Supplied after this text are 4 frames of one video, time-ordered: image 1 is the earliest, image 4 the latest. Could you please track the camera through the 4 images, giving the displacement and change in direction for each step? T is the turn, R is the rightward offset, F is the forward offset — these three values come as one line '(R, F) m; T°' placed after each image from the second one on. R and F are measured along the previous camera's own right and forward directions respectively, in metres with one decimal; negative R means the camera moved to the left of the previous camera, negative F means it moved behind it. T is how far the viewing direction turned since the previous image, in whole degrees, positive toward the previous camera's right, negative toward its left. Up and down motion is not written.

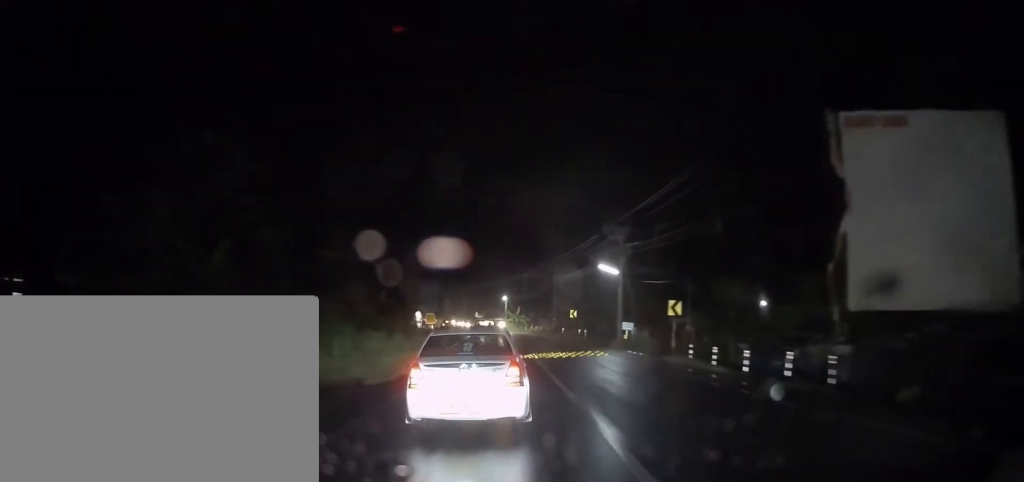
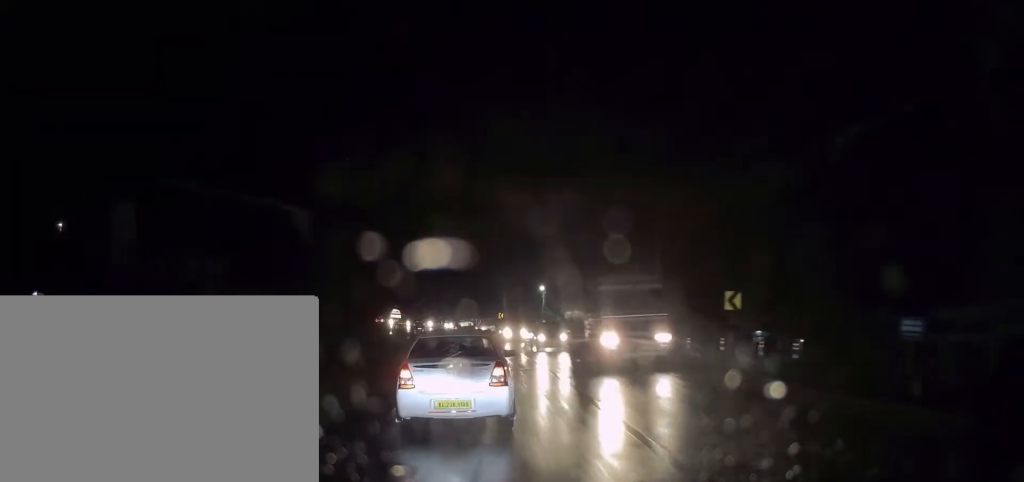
(-0.8, +33.6) m; -2°
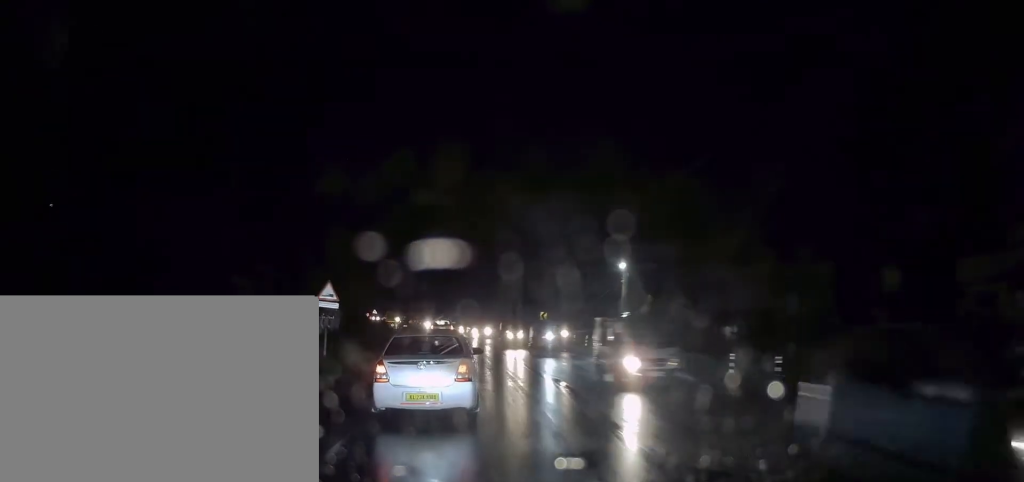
(-0.7, +25.5) m; -4°
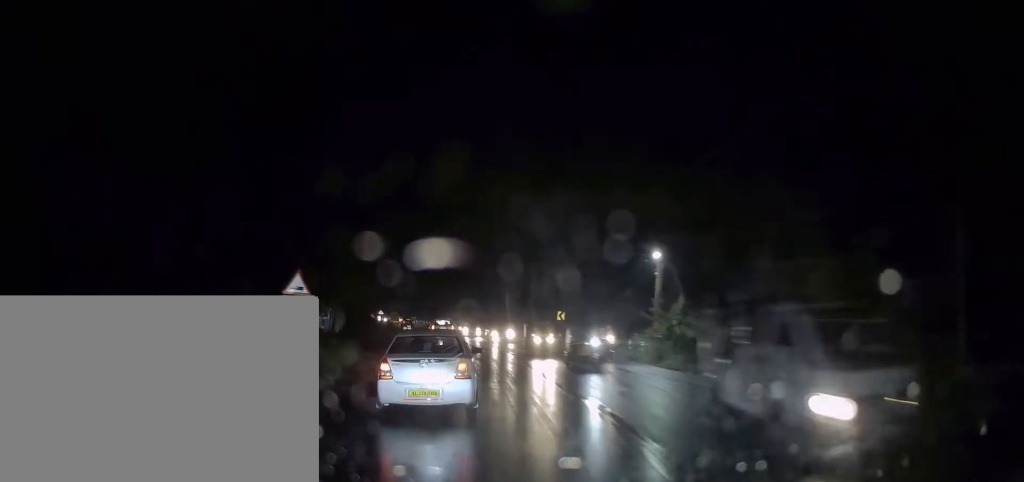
(+0.2, +4.8) m; -1°
